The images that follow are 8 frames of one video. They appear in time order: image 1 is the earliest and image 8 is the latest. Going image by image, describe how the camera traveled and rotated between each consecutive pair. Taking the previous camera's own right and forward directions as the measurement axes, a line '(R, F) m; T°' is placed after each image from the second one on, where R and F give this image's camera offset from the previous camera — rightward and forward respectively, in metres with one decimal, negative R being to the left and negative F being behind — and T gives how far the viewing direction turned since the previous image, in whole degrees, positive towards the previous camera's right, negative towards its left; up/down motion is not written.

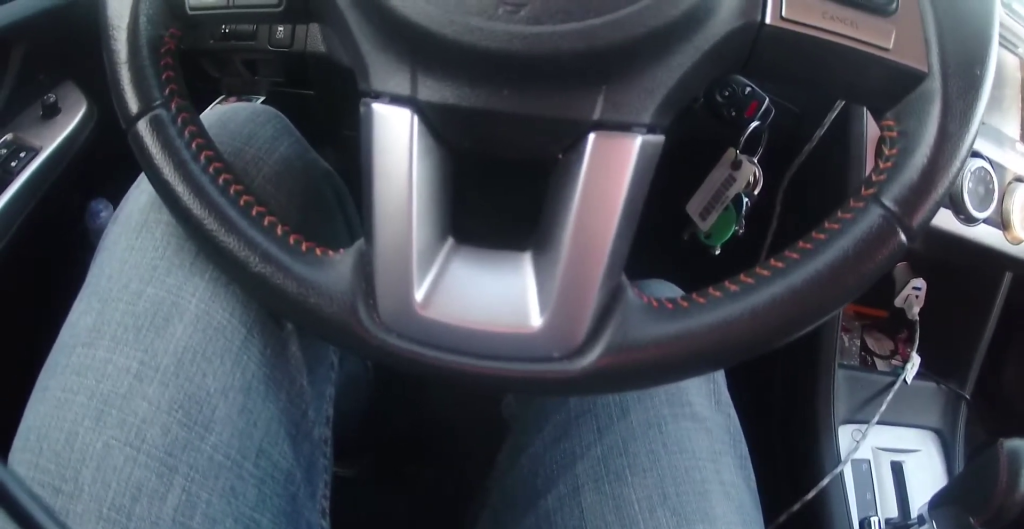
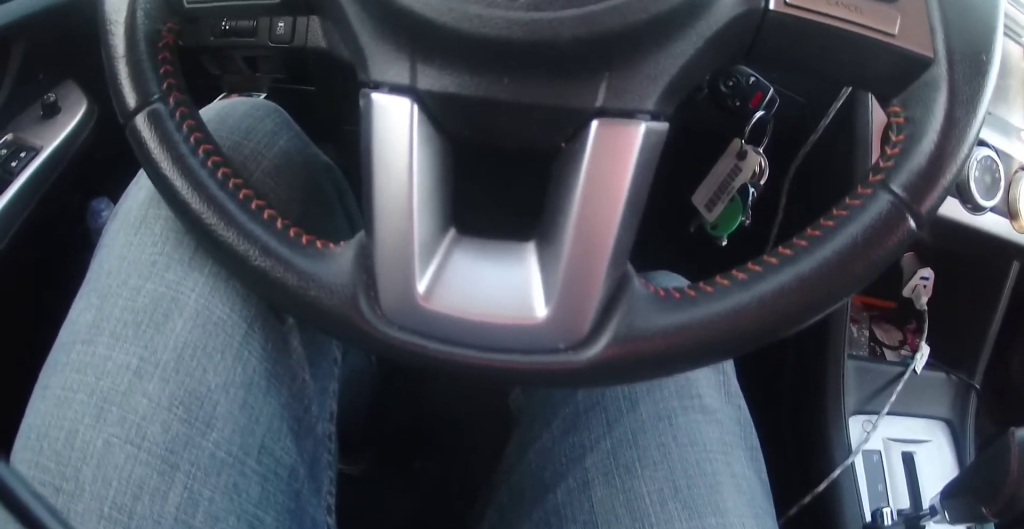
(+0.2, +8.1) m; 0°
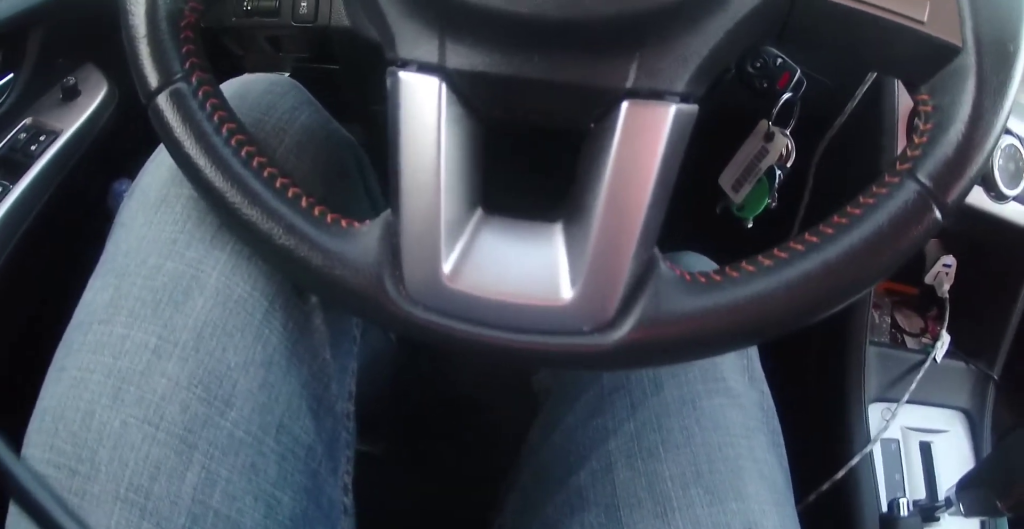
(-0.3, +17.7) m; 0°
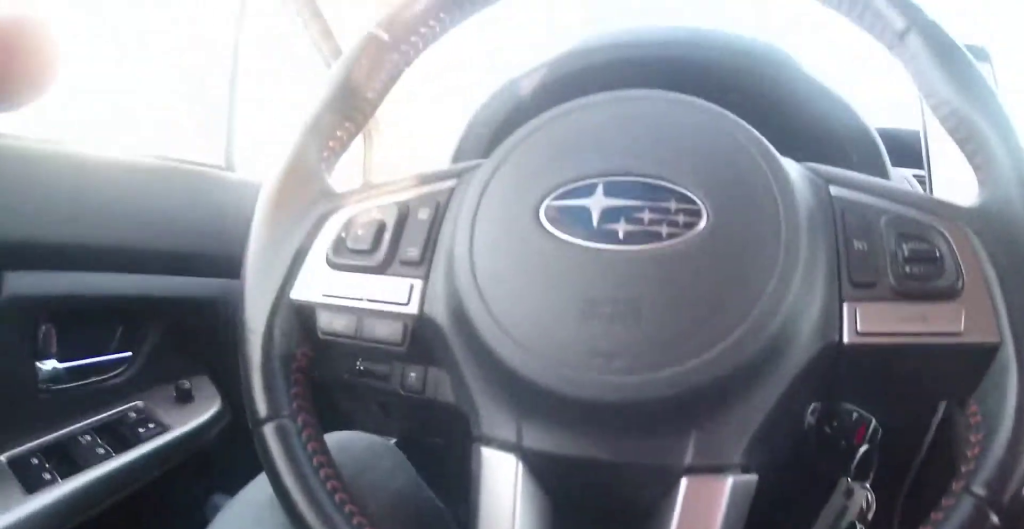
(+0.2, +30.1) m; -1°
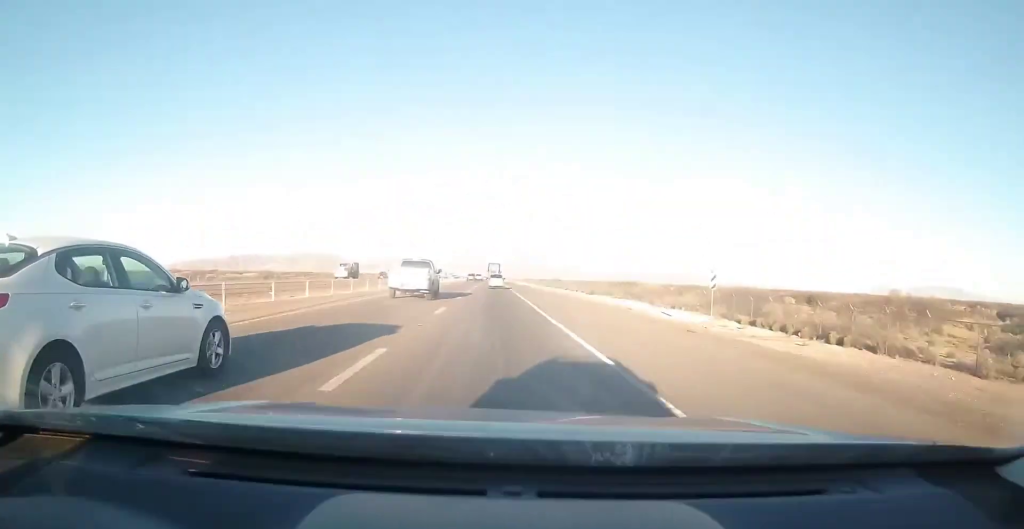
(+0.1, +47.2) m; +1°
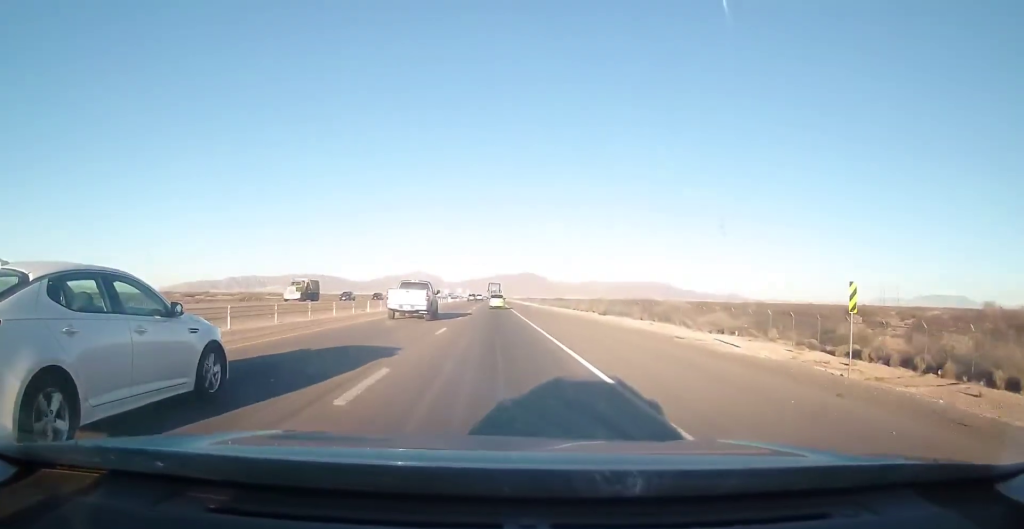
(0.0, +11.9) m; 0°
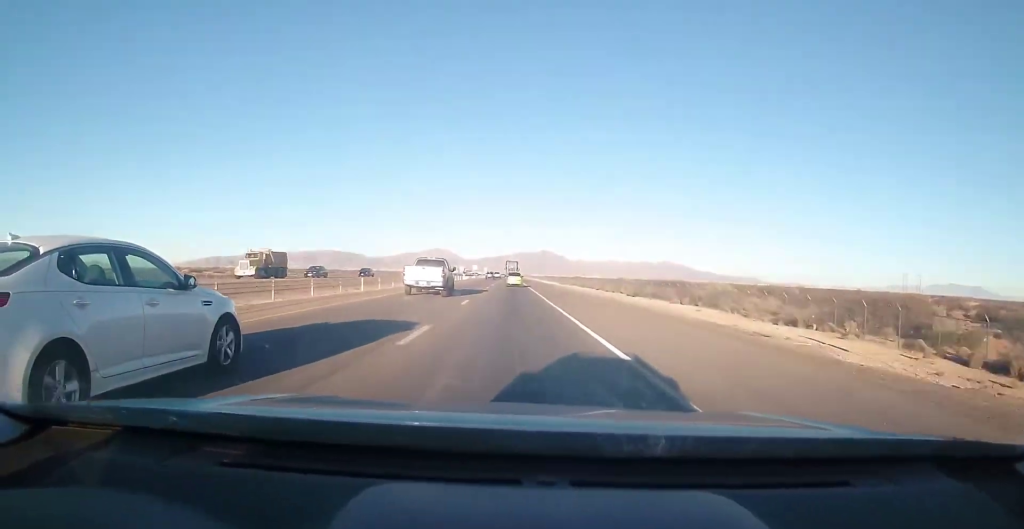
(+0.1, +9.0) m; 0°
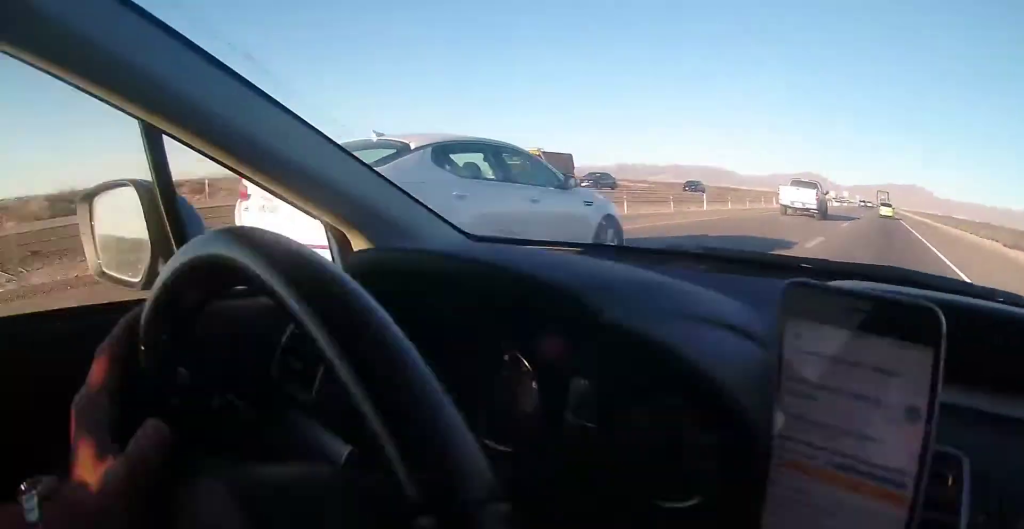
(+0.1, +9.0) m; 0°
